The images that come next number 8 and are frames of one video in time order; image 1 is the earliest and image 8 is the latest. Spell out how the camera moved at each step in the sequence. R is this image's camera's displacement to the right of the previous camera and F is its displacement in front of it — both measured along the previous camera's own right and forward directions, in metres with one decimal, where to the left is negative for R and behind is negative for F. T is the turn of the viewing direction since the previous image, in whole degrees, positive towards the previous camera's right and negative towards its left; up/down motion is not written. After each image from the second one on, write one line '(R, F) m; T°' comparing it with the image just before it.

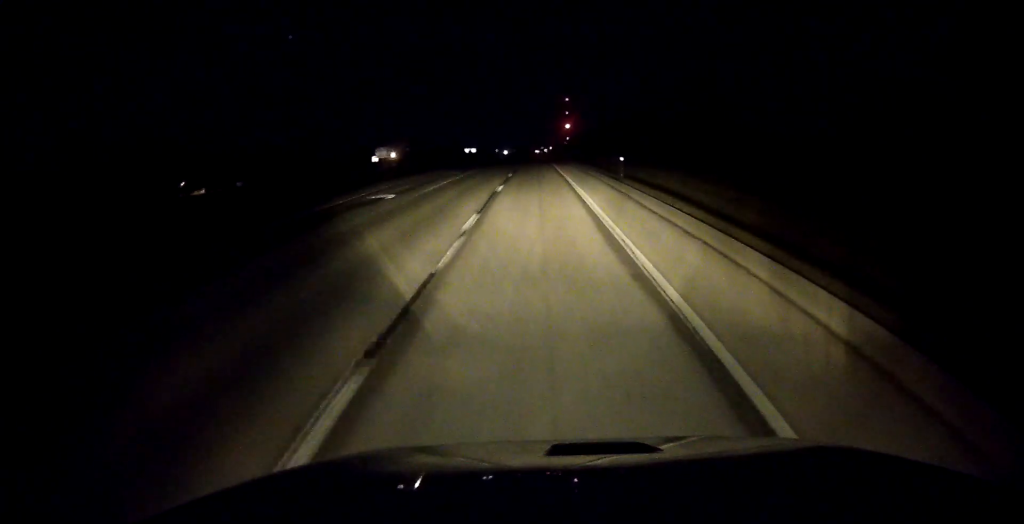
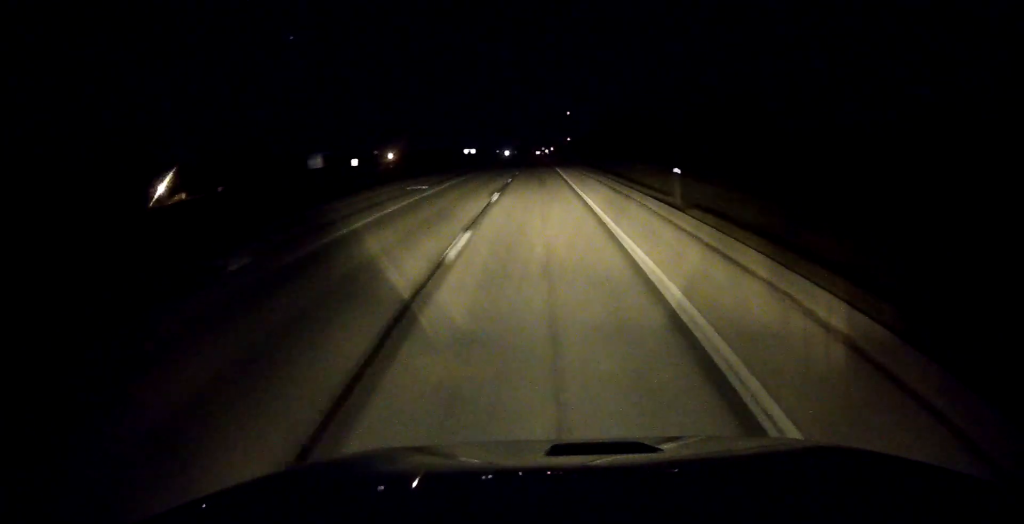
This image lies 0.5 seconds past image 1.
(0.0, +15.2) m; 0°
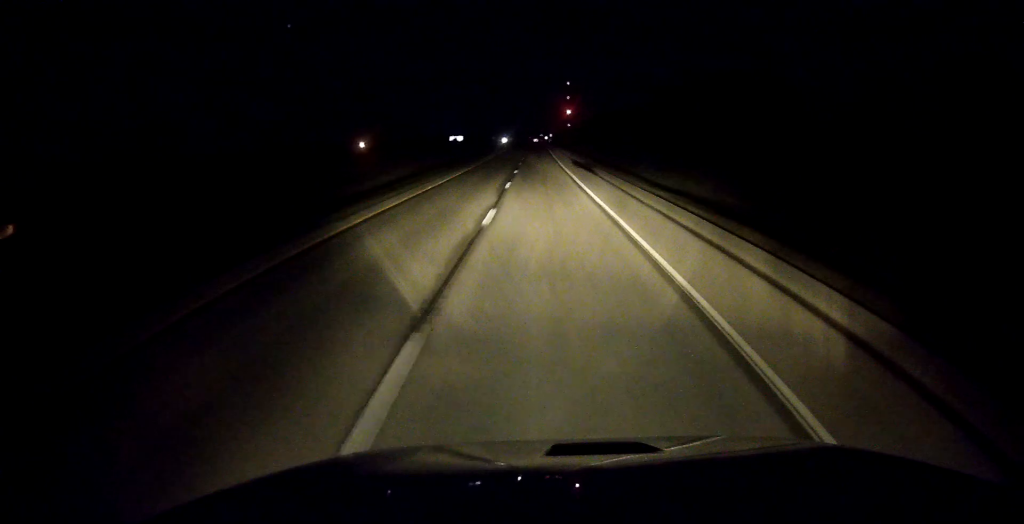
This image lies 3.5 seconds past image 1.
(-0.3, +91.9) m; 0°
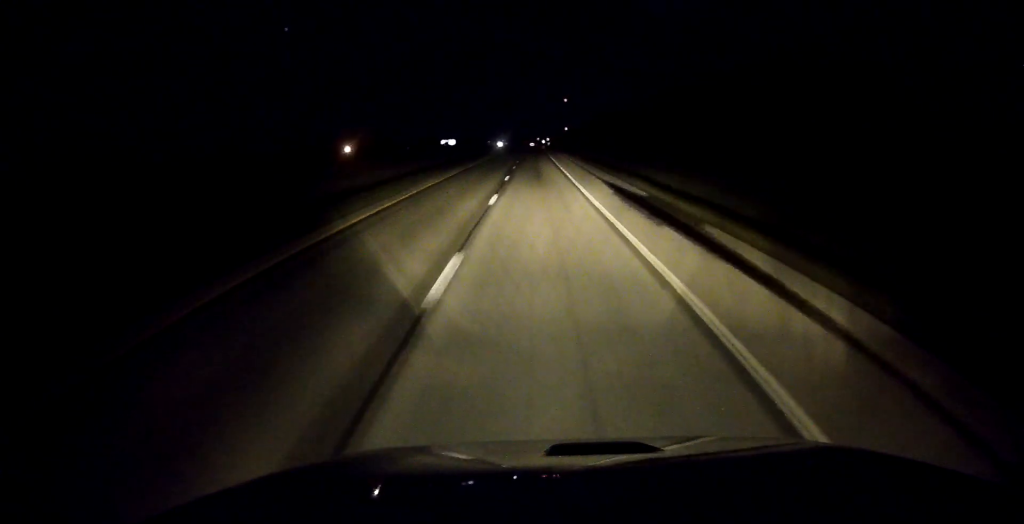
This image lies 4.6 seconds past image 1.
(+0.3, +31.6) m; 0°
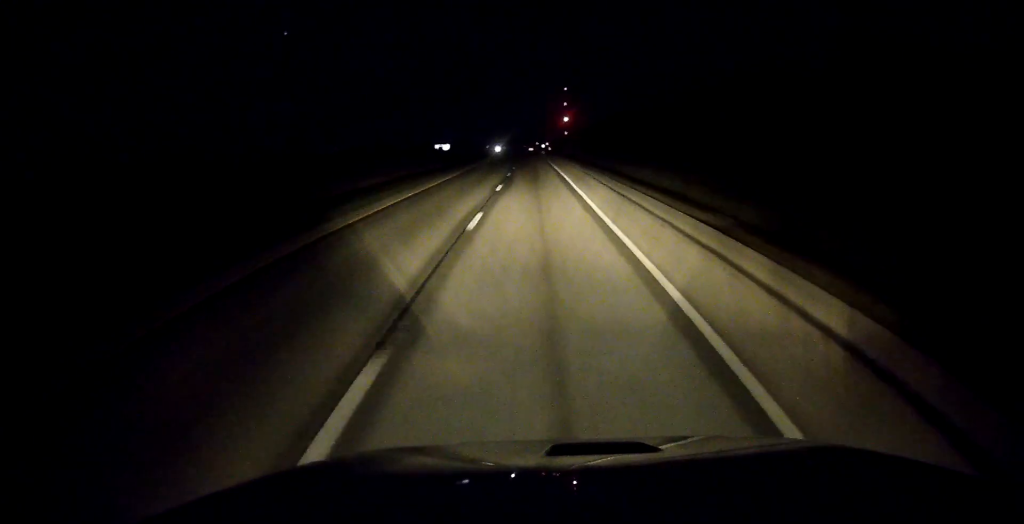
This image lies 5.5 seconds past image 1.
(-0.2, +29.5) m; 0°
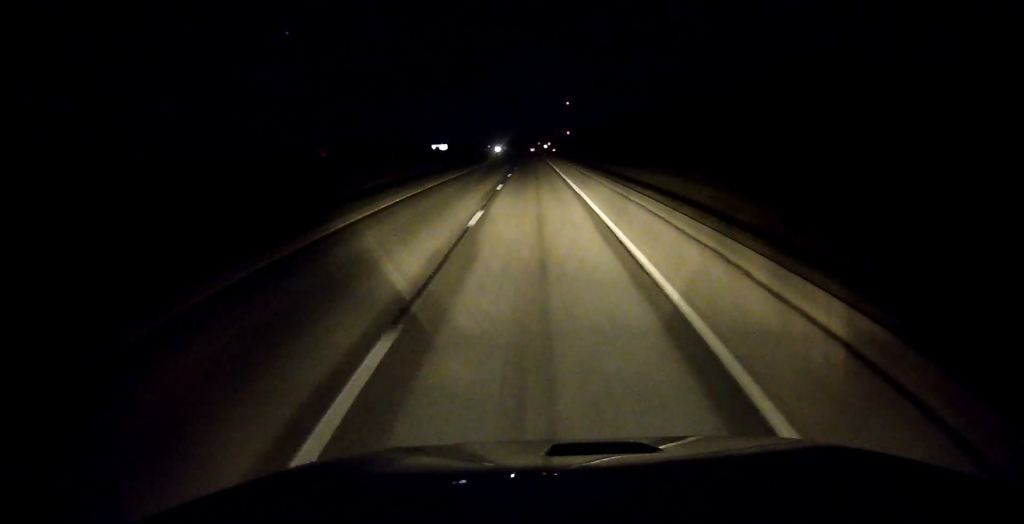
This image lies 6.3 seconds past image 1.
(0.0, +23.3) m; 0°
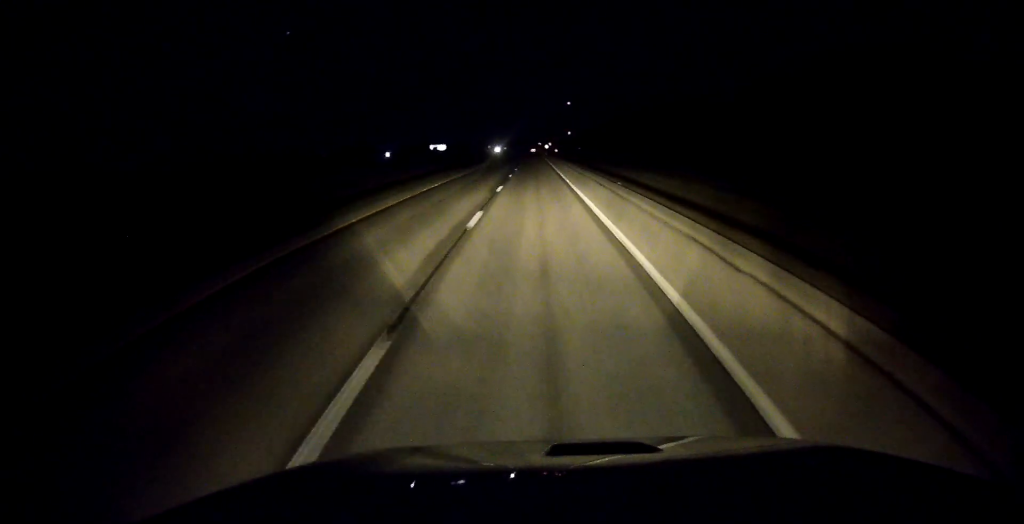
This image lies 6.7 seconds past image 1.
(0.0, +12.1) m; 0°
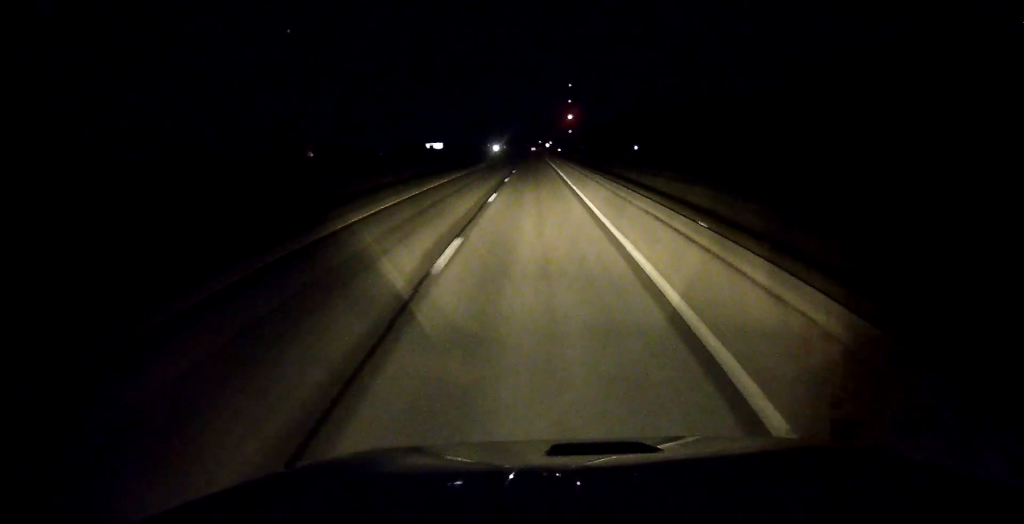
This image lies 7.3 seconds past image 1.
(0.0, +17.1) m; 0°
